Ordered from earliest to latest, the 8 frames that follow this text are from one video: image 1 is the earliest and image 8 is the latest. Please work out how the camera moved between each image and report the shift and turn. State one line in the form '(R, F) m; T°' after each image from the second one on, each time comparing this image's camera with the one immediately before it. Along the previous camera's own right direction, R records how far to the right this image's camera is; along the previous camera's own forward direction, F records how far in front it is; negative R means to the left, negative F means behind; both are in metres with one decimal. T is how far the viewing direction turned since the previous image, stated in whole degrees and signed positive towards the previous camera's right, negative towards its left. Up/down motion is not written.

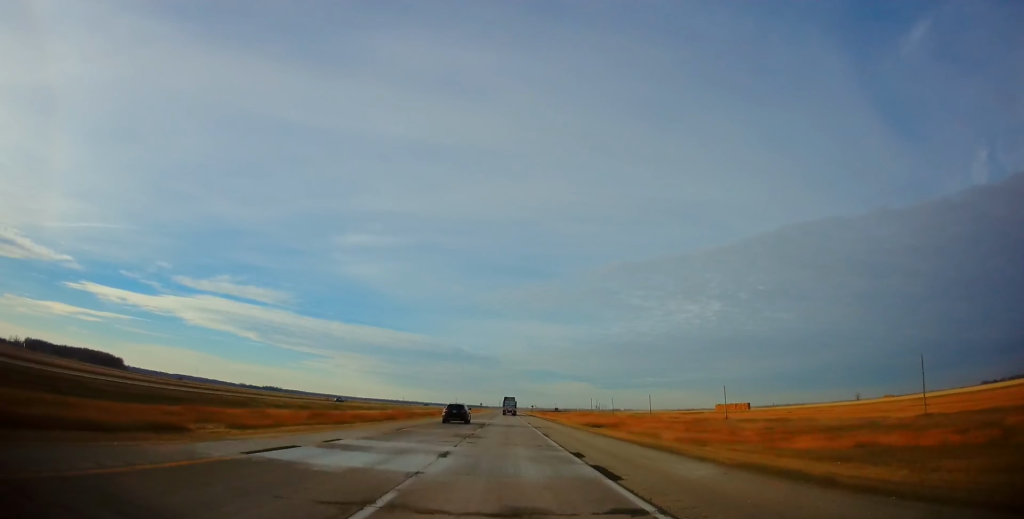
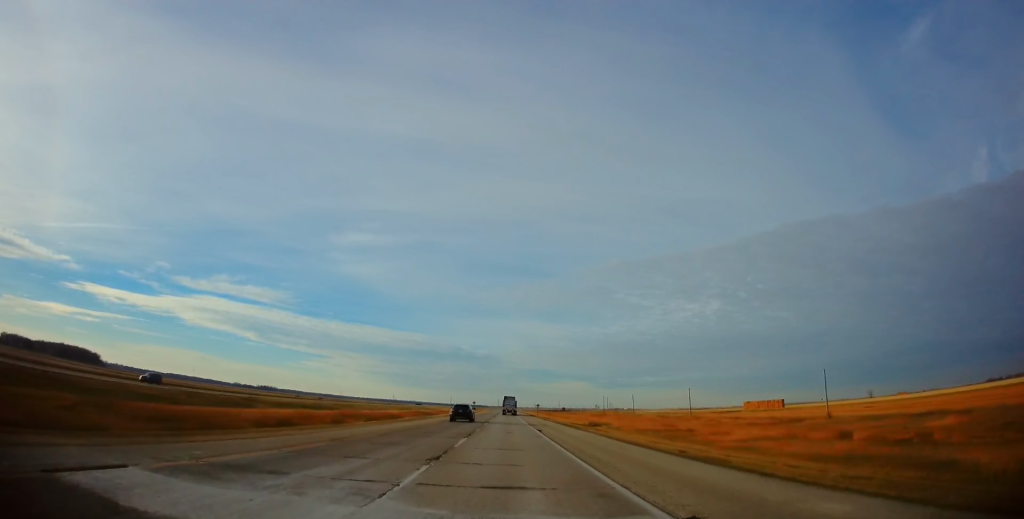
(+0.4, +48.1) m; +1°
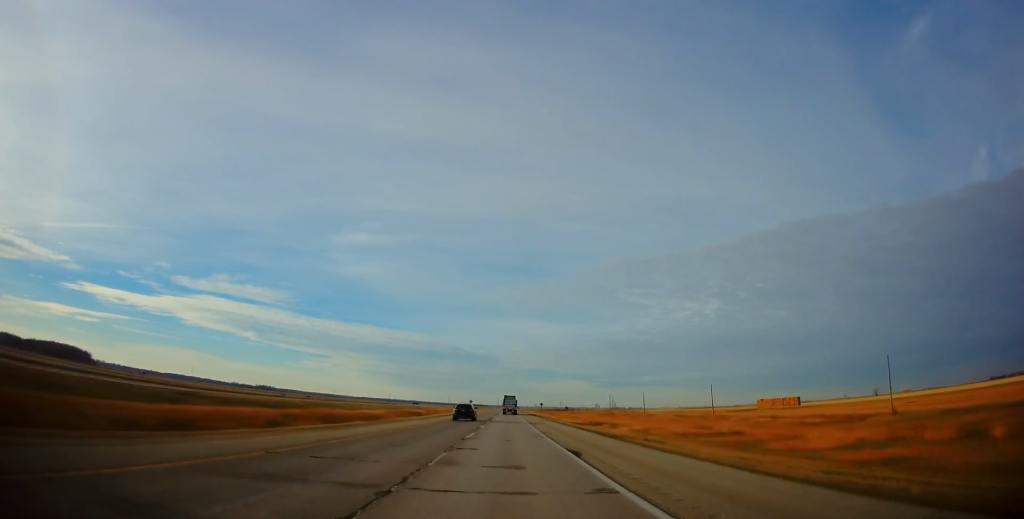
(-0.2, +18.5) m; 0°
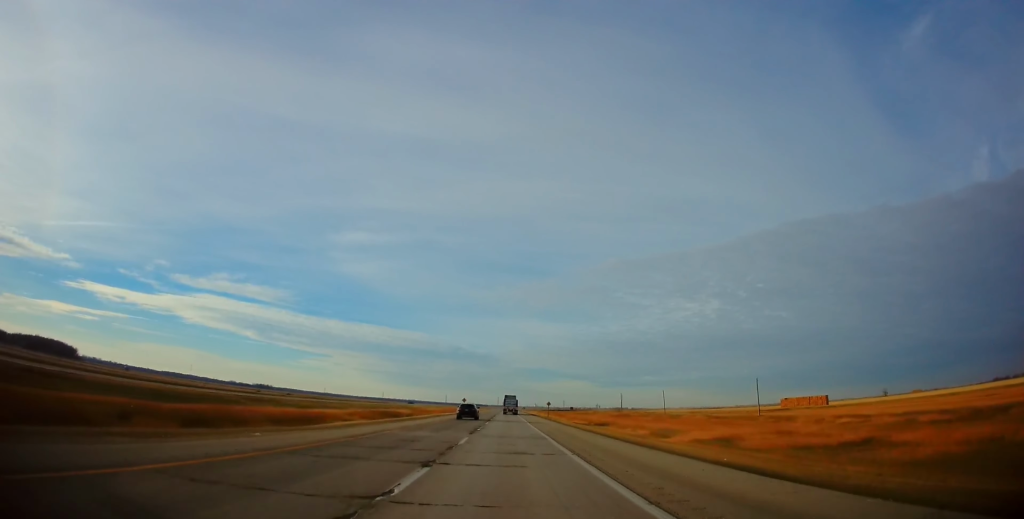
(-0.1, +28.3) m; 0°
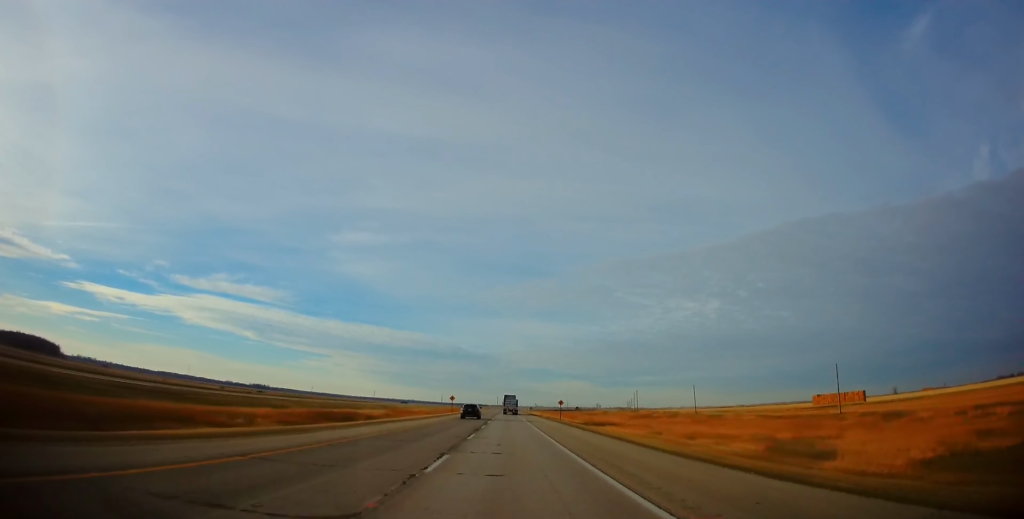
(+0.1, +32.6) m; 0°
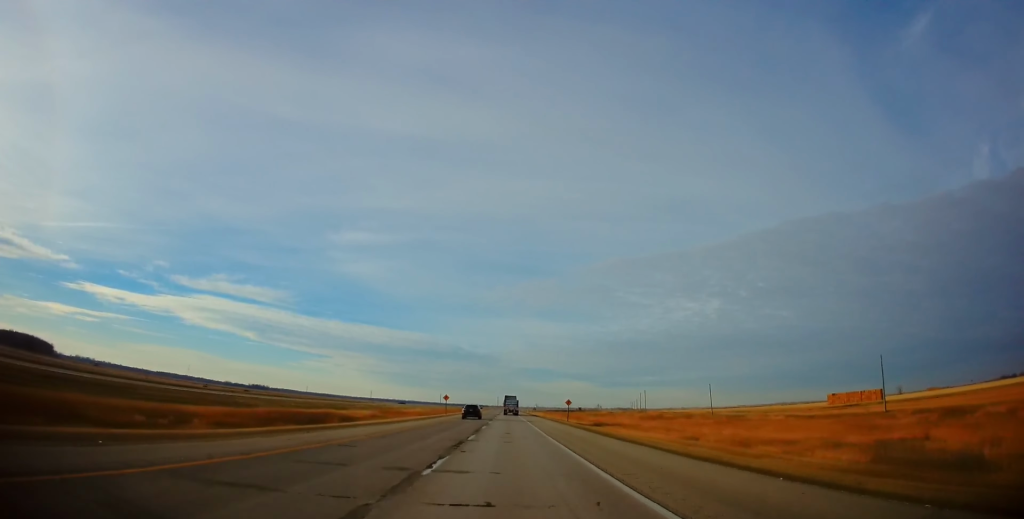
(0.0, +12.9) m; 0°
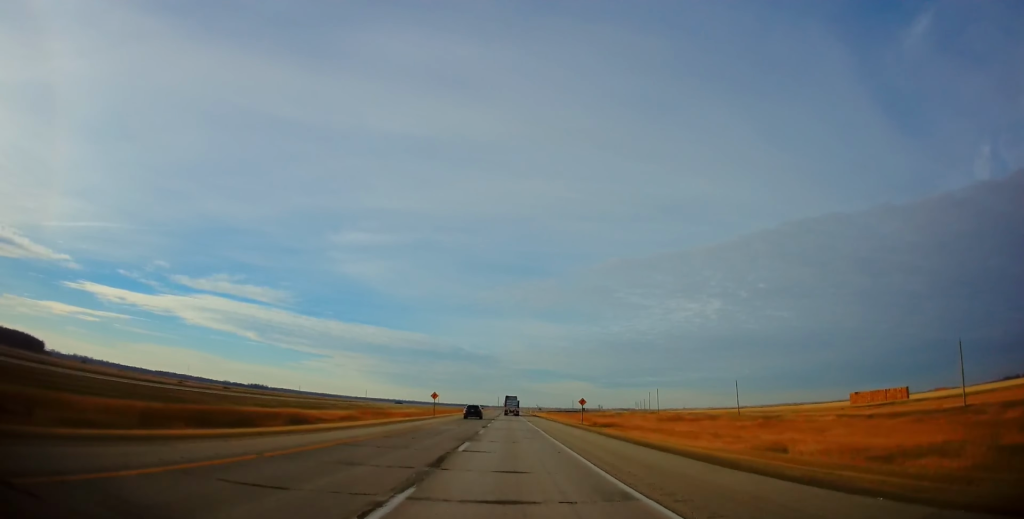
(-0.1, +17.9) m; 0°
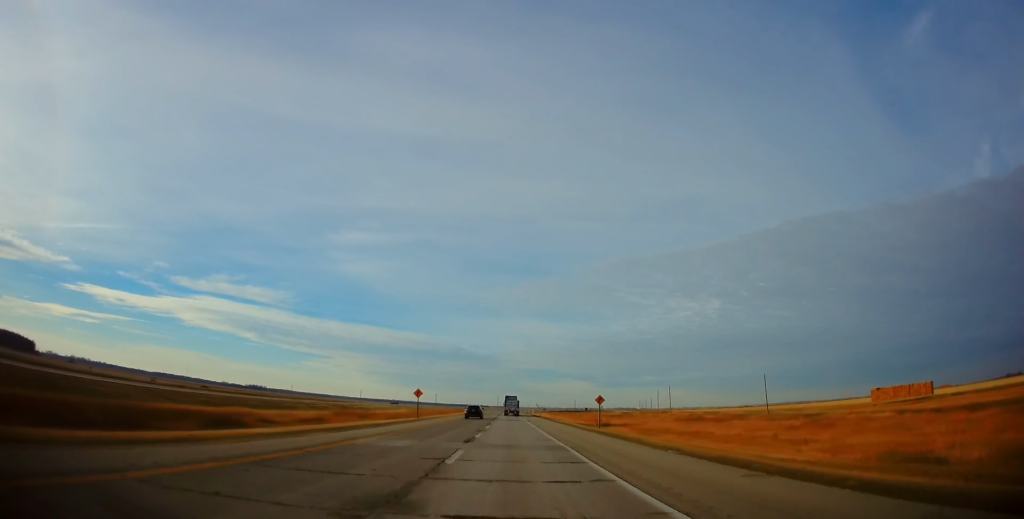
(0.0, +15.9) m; 0°
